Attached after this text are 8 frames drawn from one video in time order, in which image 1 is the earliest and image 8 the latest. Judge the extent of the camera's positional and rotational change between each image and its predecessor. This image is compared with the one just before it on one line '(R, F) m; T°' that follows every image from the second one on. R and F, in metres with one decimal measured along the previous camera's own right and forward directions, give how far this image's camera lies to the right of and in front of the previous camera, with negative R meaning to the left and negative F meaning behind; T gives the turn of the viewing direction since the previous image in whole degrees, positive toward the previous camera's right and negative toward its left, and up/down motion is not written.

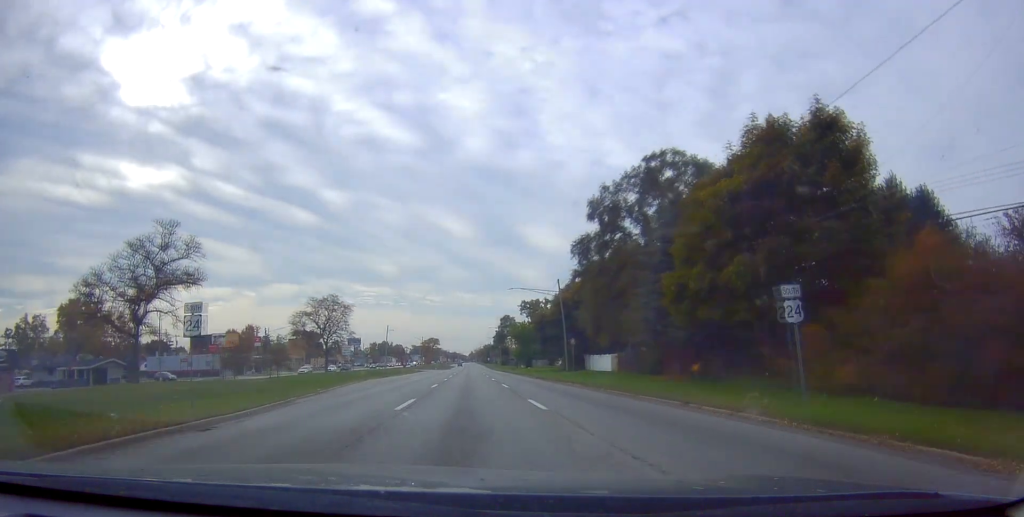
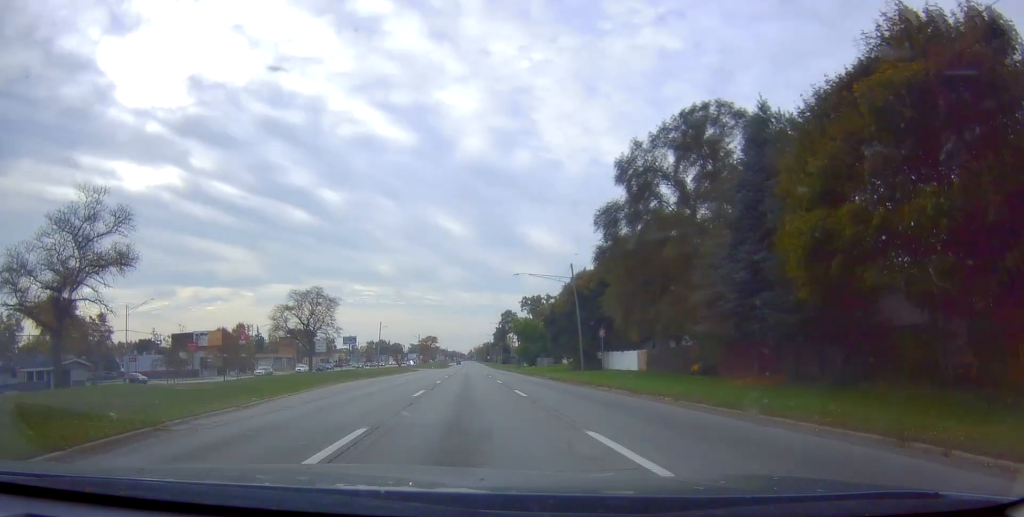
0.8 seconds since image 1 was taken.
(+0.4, +10.2) m; -1°
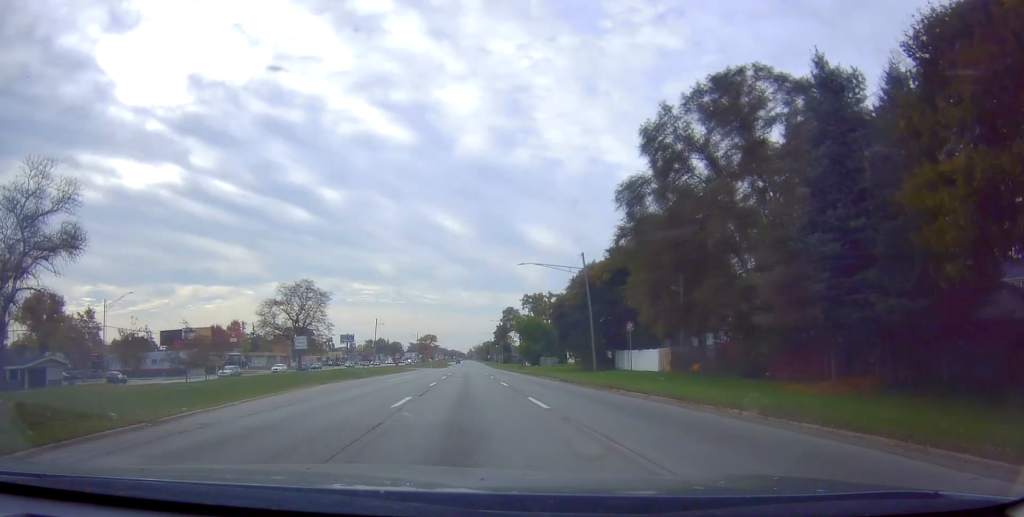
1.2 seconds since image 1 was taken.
(-0.1, +6.1) m; -1°
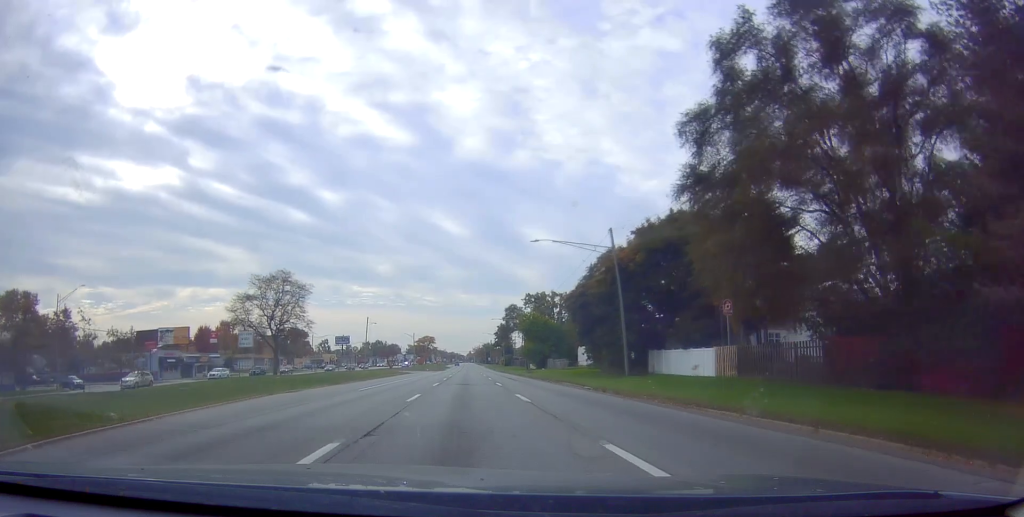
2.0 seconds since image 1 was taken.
(-0.4, +11.2) m; -2°
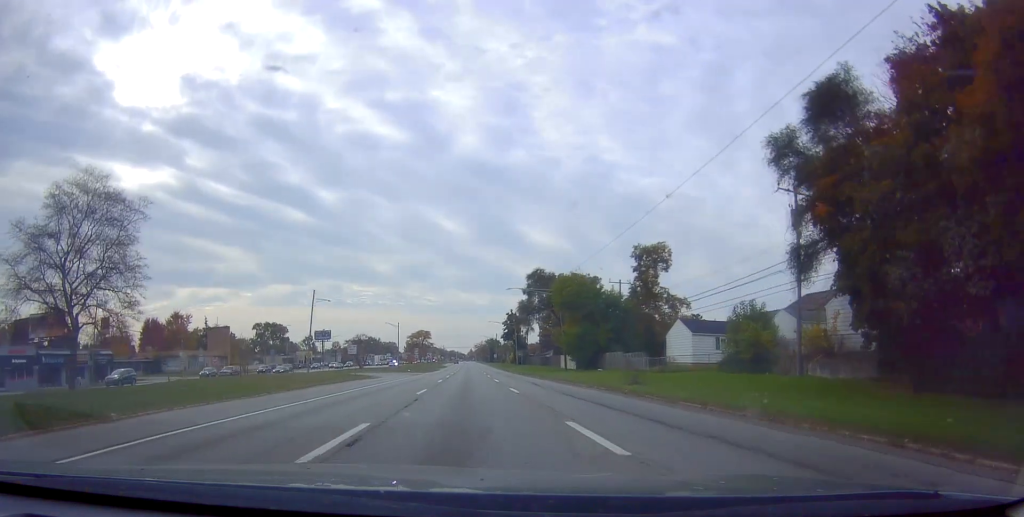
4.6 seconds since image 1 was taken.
(+2.3, +43.5) m; +5°
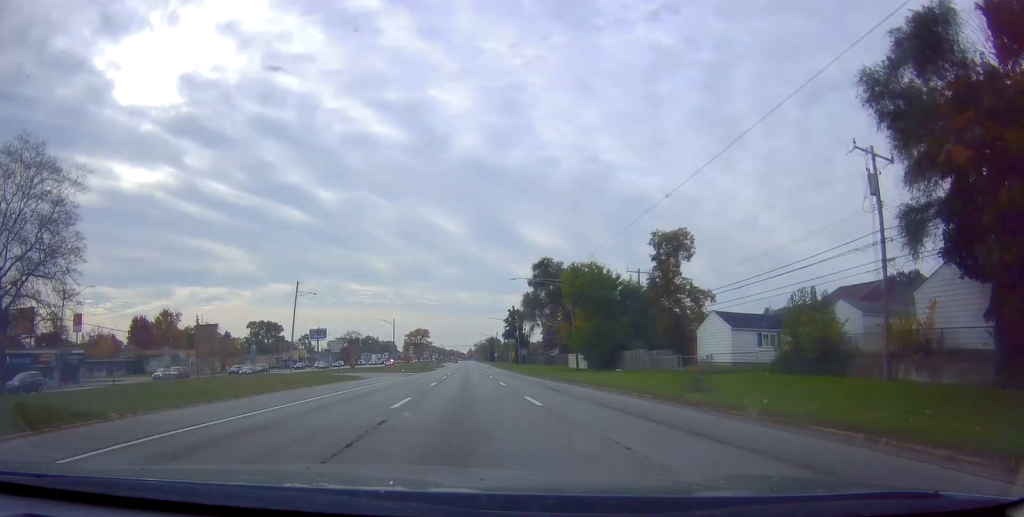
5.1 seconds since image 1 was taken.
(-0.1, +7.6) m; 0°
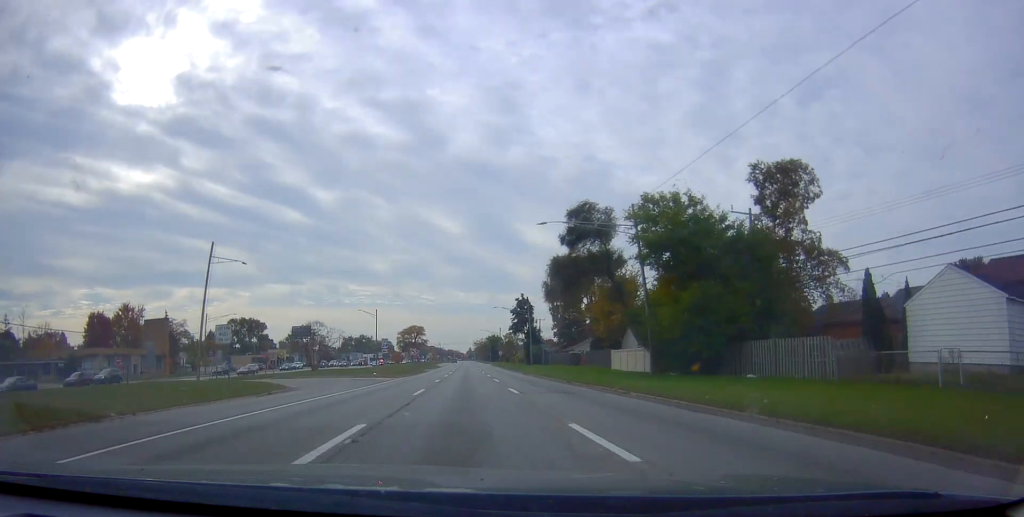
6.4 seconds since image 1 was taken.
(-0.2, +25.1) m; -1°
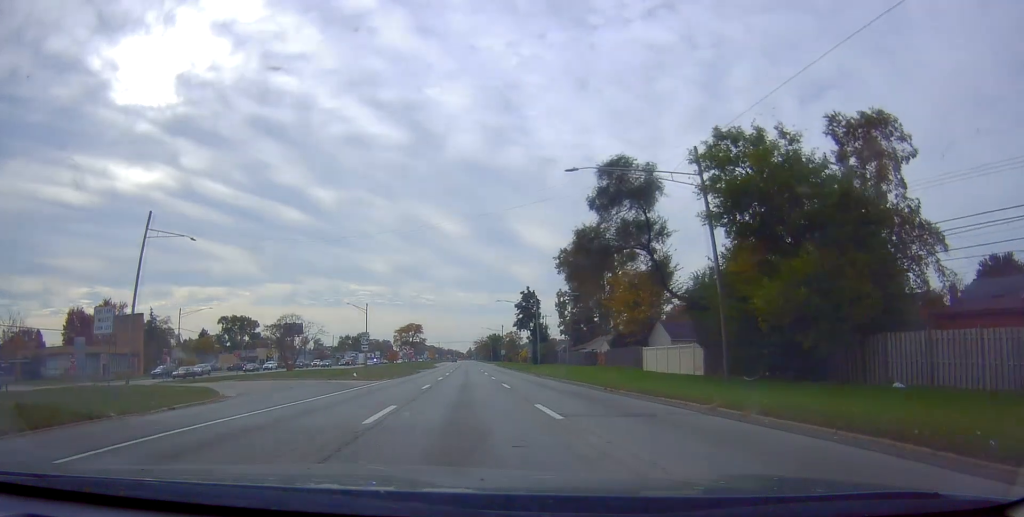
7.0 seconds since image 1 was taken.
(-0.3, +10.7) m; 0°
